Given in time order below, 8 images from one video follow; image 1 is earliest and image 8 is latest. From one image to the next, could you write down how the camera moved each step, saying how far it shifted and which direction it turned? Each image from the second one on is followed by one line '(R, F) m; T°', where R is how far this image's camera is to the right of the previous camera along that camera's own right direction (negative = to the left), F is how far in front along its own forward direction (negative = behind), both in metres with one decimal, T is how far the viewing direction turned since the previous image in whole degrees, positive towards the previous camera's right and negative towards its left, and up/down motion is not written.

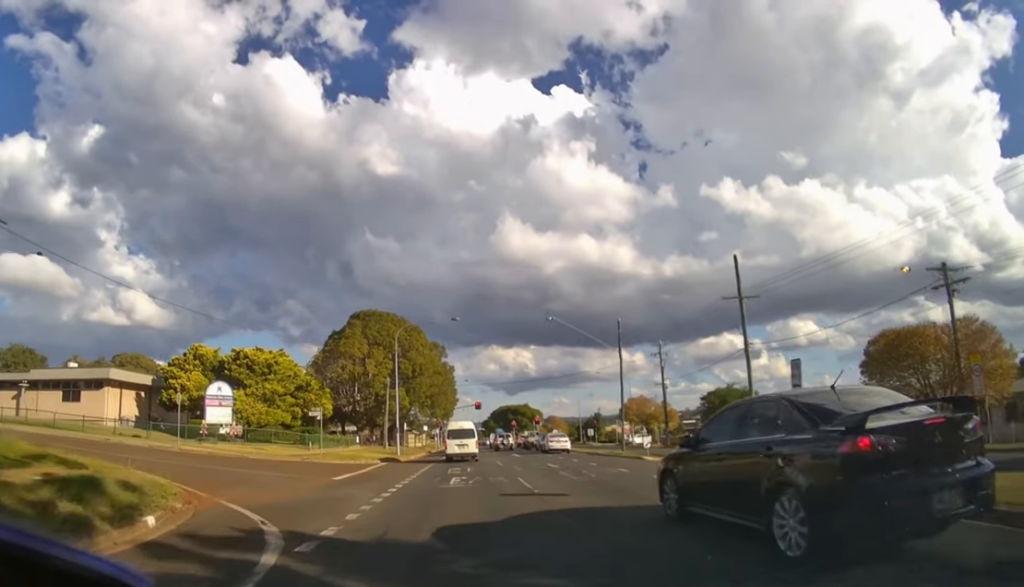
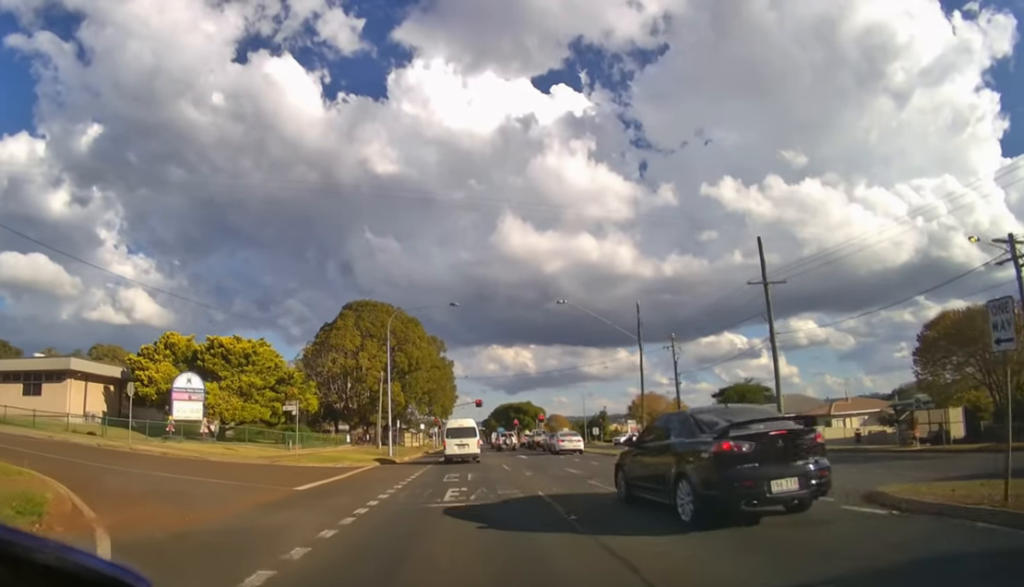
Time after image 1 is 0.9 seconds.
(0.0, +4.8) m; 0°
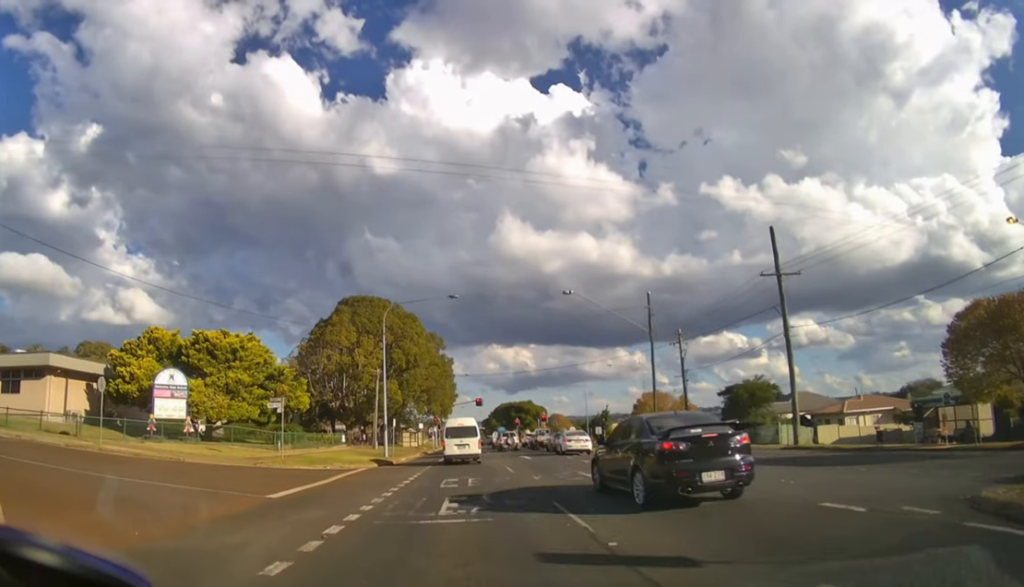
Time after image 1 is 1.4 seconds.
(0.0, +2.2) m; 0°
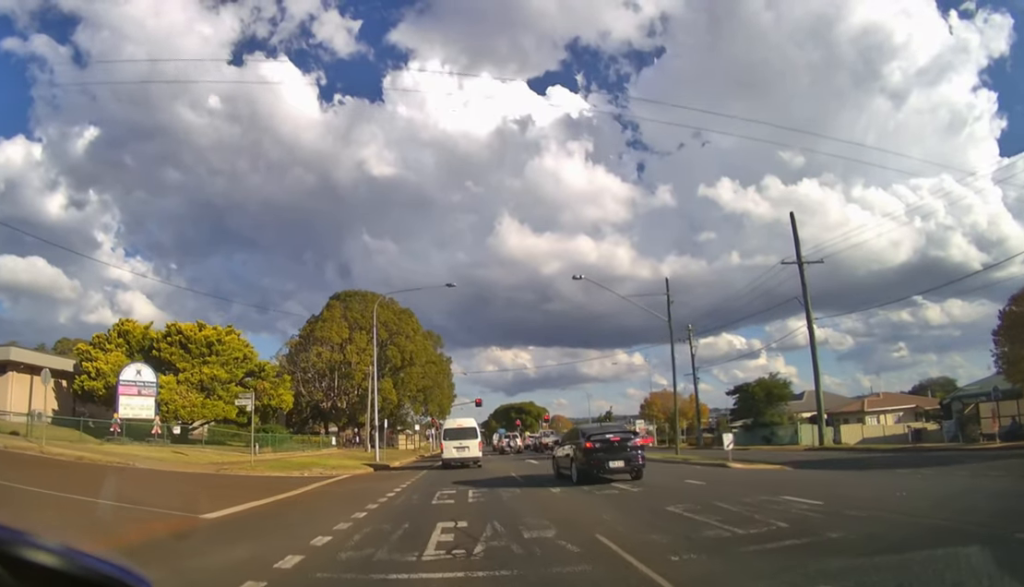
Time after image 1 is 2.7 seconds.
(0.0, +3.1) m; -1°
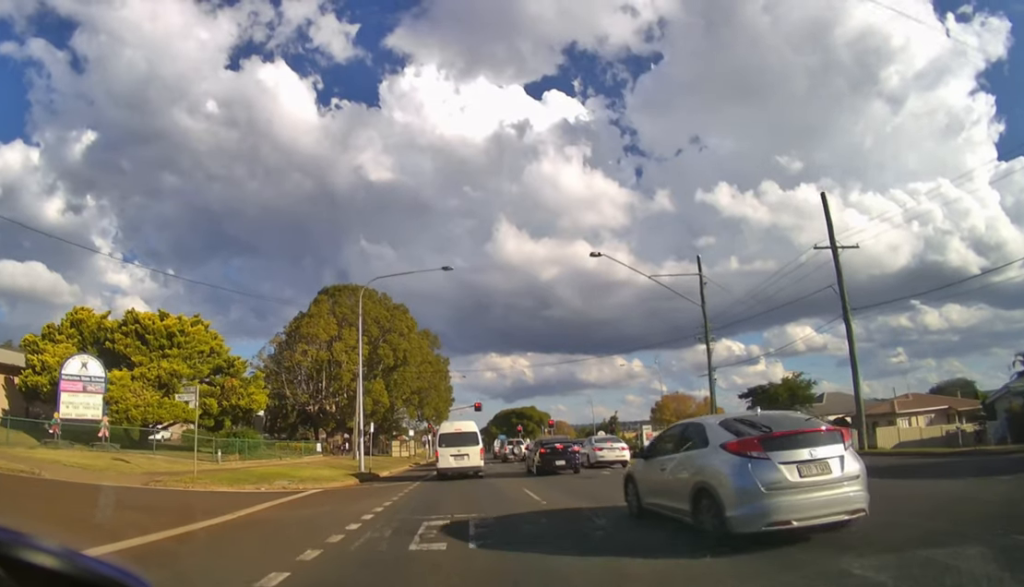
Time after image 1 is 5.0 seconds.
(-0.2, +3.2) m; -3°
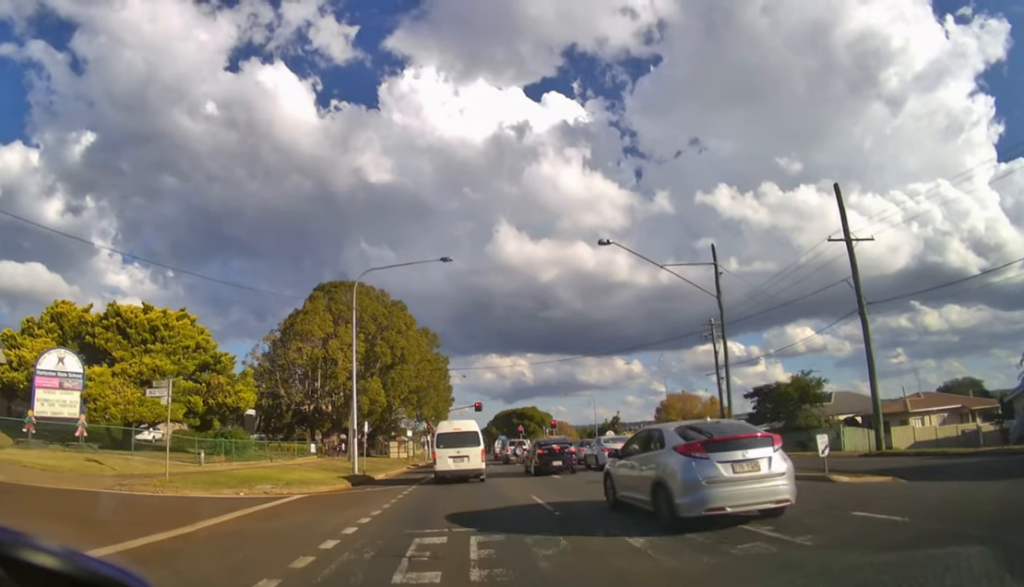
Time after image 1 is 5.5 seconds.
(0.0, +1.1) m; +2°
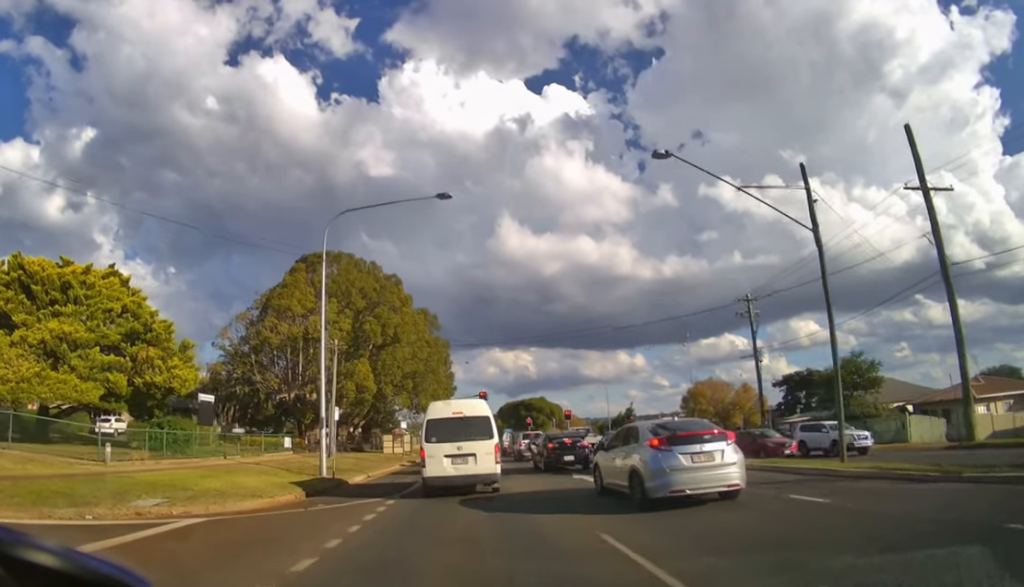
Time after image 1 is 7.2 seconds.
(+0.2, +4.9) m; +3°
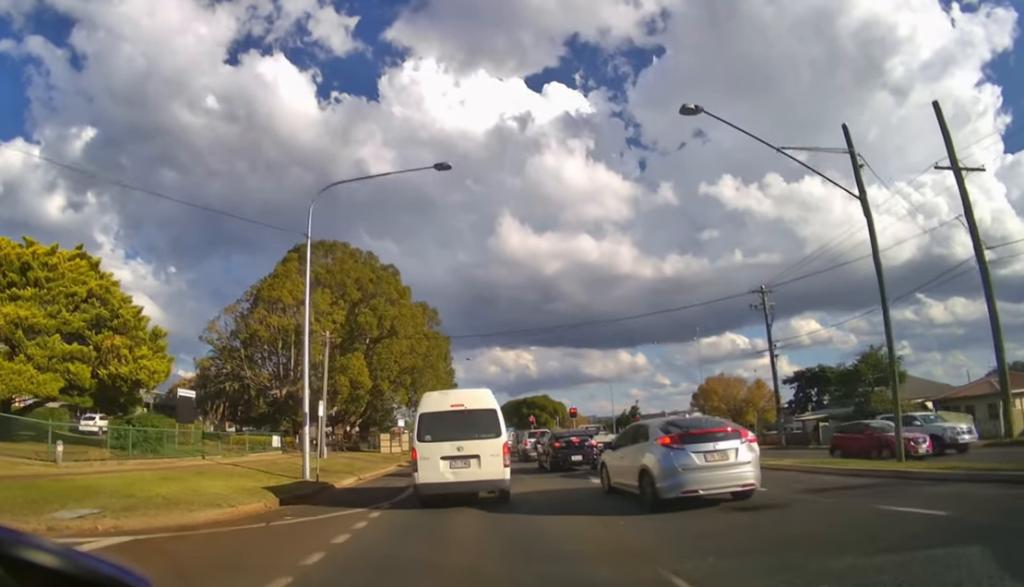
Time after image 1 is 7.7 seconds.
(0.0, +2.0) m; 0°
